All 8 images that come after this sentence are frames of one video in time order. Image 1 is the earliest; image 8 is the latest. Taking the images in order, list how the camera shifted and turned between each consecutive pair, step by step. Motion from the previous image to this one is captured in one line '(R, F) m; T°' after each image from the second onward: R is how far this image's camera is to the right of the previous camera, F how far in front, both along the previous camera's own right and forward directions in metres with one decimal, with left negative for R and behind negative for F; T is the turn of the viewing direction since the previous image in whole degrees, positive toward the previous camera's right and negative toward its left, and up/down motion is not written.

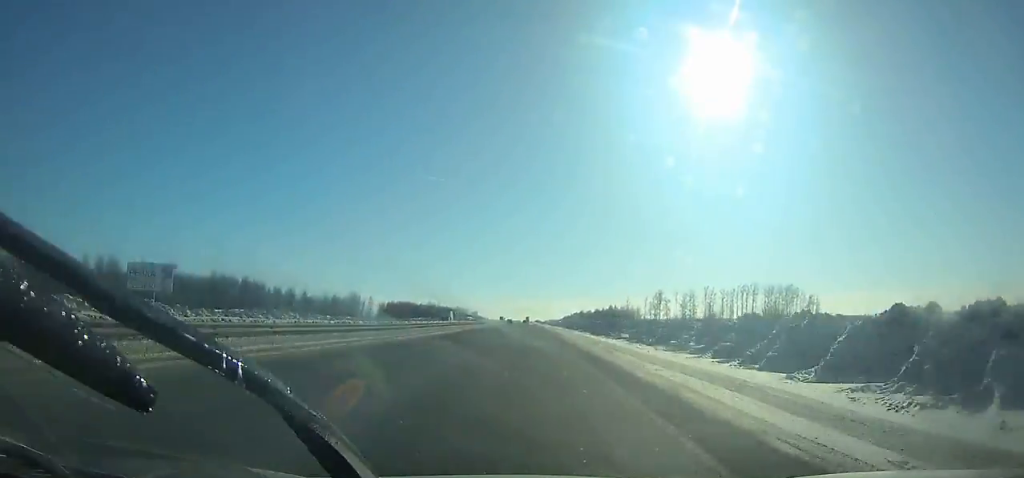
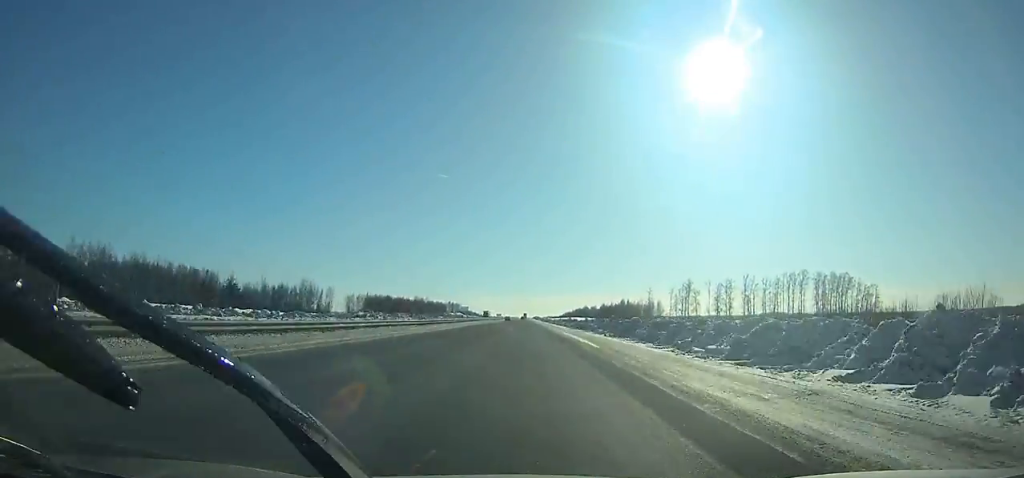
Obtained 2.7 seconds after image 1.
(+0.1, +61.0) m; 0°
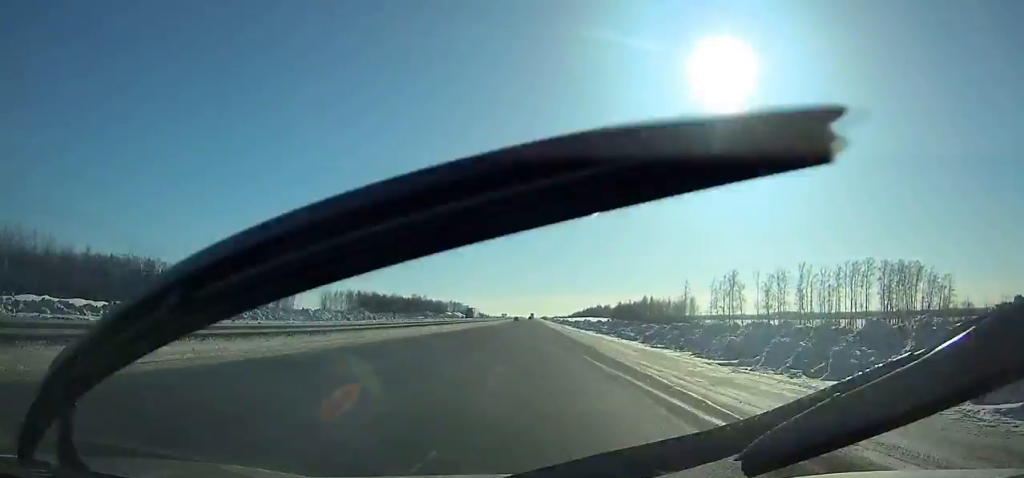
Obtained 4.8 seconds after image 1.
(0.0, +48.2) m; 0°
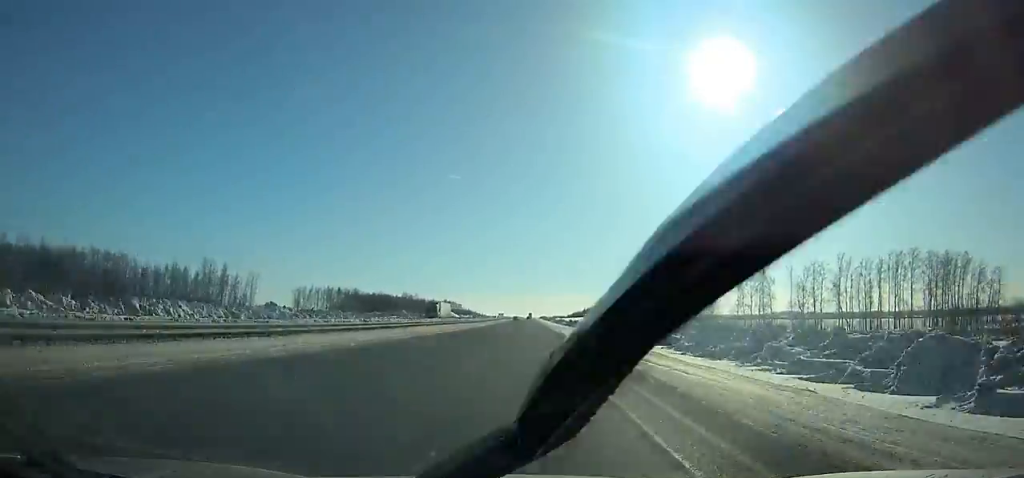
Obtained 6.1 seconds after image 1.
(-0.1, +30.2) m; 0°
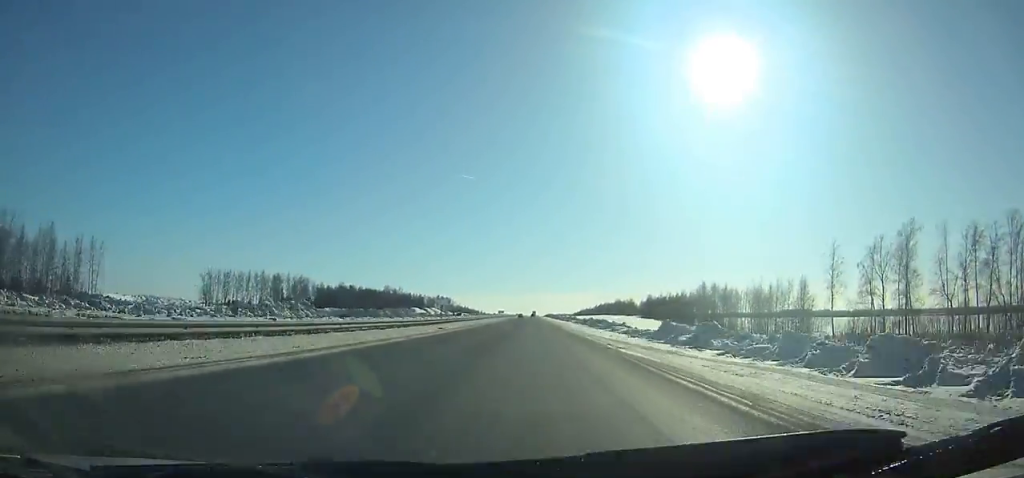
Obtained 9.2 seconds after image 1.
(-0.1, +72.4) m; 0°
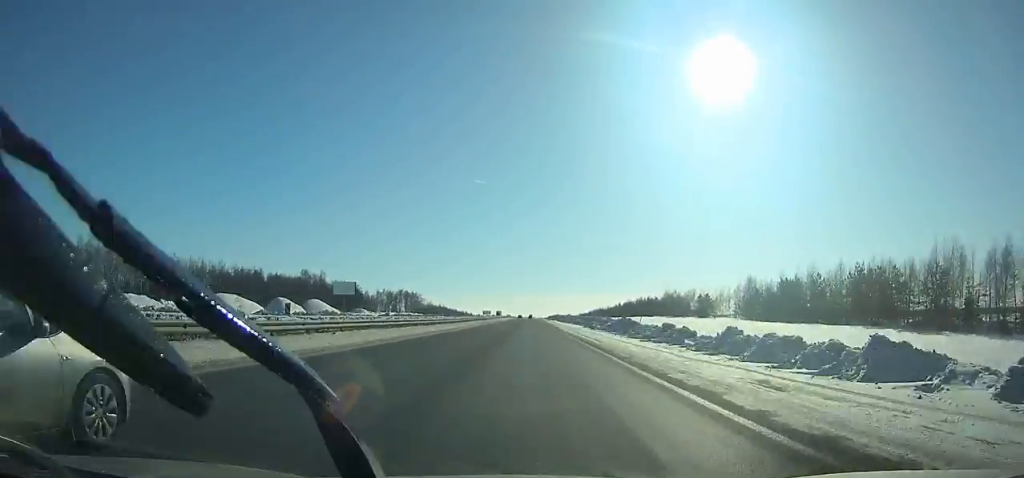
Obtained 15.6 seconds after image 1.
(+0.2, +150.1) m; 0°
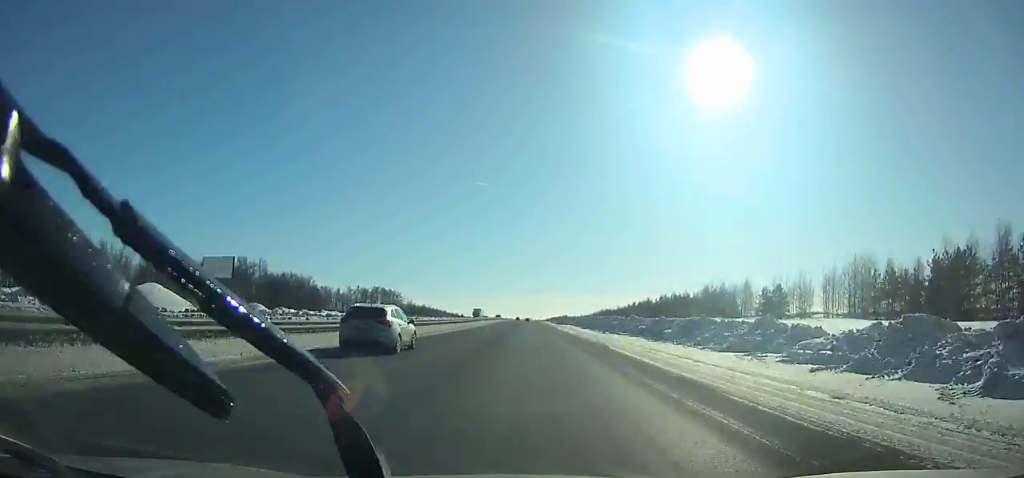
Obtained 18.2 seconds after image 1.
(+0.1, +60.5) m; 0°
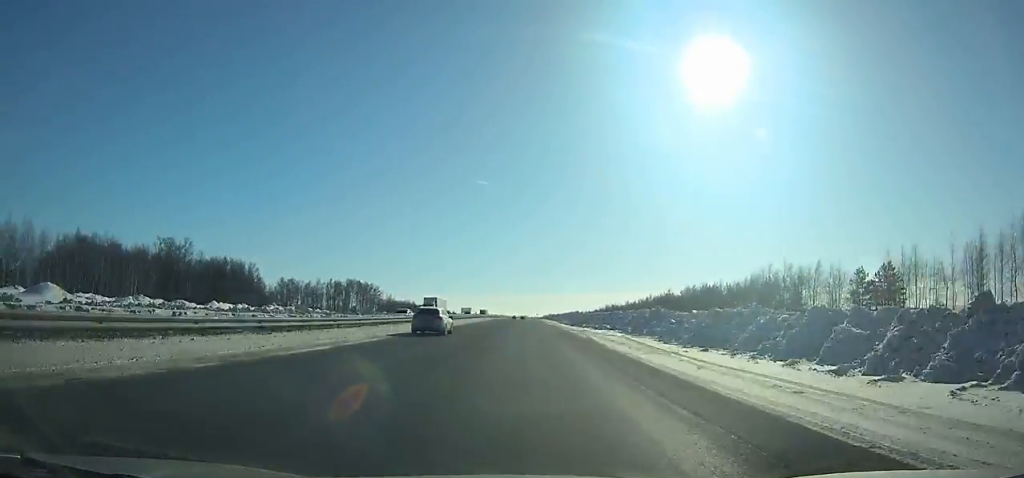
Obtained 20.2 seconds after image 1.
(+0.1, +46.4) m; 0°
